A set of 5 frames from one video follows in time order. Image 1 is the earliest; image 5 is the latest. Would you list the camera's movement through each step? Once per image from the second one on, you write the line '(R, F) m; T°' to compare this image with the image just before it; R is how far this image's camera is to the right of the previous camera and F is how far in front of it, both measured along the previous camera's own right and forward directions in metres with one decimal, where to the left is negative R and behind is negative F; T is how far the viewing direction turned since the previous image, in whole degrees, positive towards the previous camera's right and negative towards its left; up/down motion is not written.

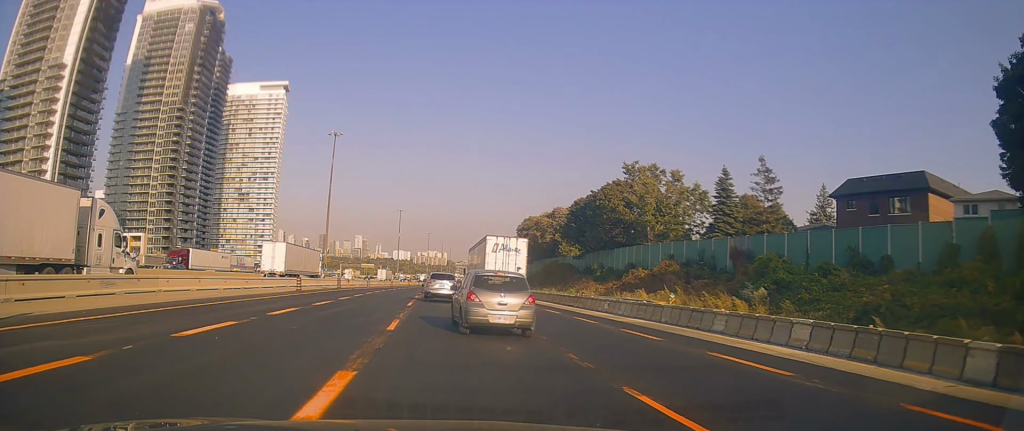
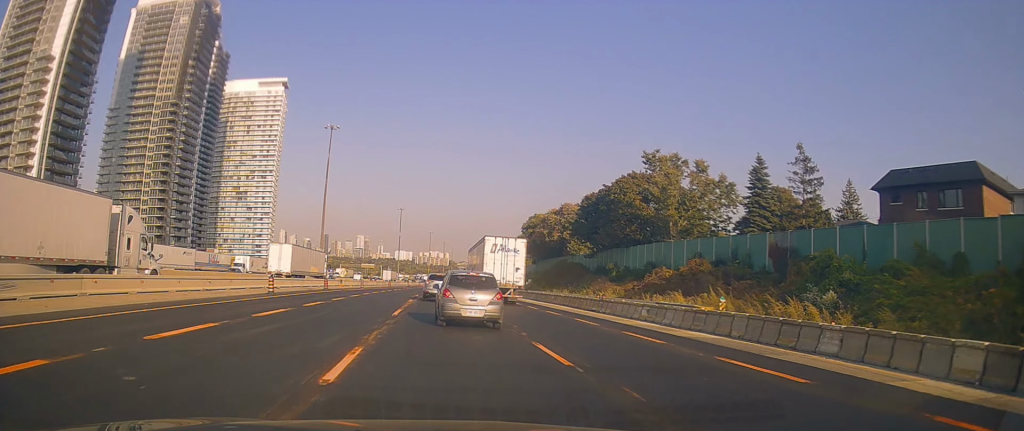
(0.0, +6.8) m; 0°
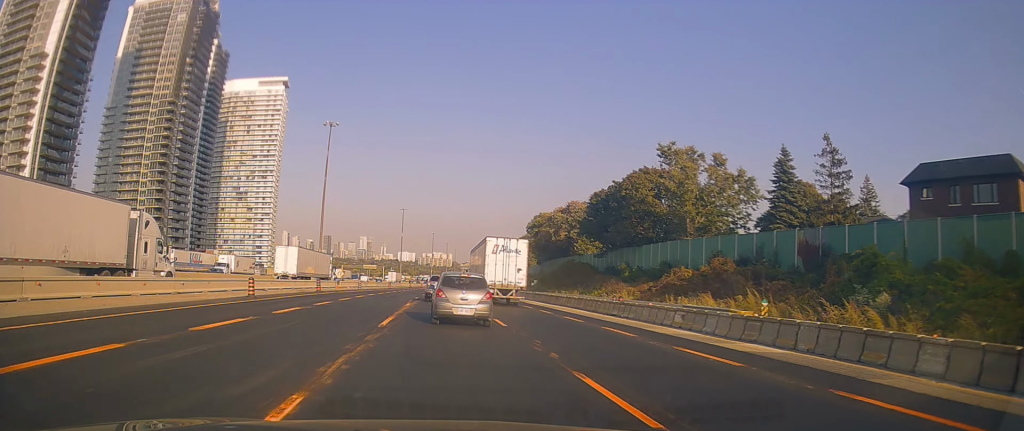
(0.0, +4.0) m; 0°
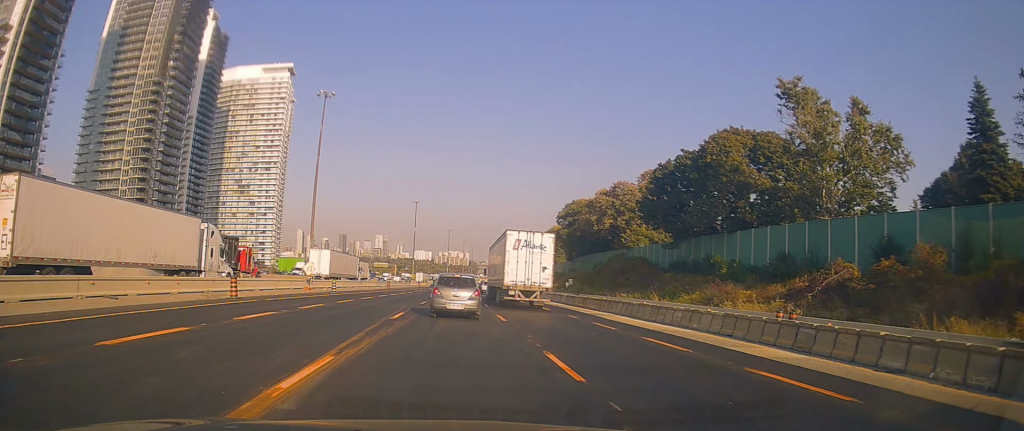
(+0.1, +21.0) m; -3°
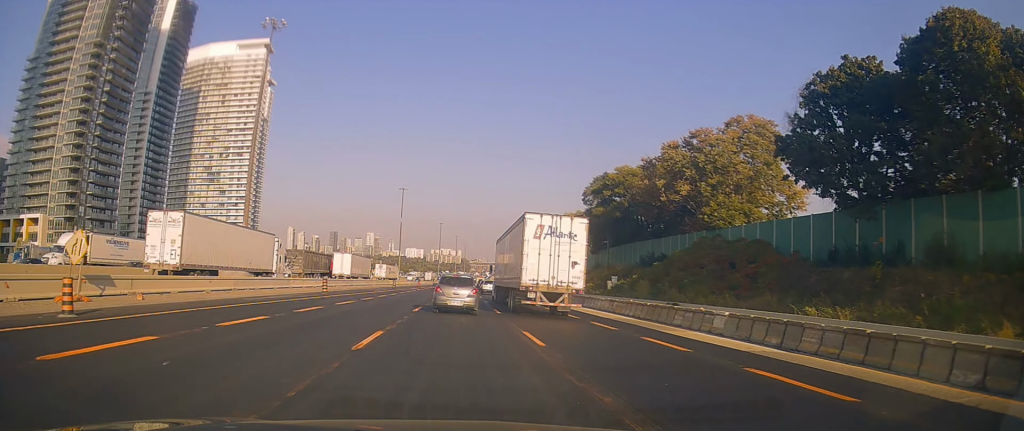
(+0.4, +31.8) m; +1°
